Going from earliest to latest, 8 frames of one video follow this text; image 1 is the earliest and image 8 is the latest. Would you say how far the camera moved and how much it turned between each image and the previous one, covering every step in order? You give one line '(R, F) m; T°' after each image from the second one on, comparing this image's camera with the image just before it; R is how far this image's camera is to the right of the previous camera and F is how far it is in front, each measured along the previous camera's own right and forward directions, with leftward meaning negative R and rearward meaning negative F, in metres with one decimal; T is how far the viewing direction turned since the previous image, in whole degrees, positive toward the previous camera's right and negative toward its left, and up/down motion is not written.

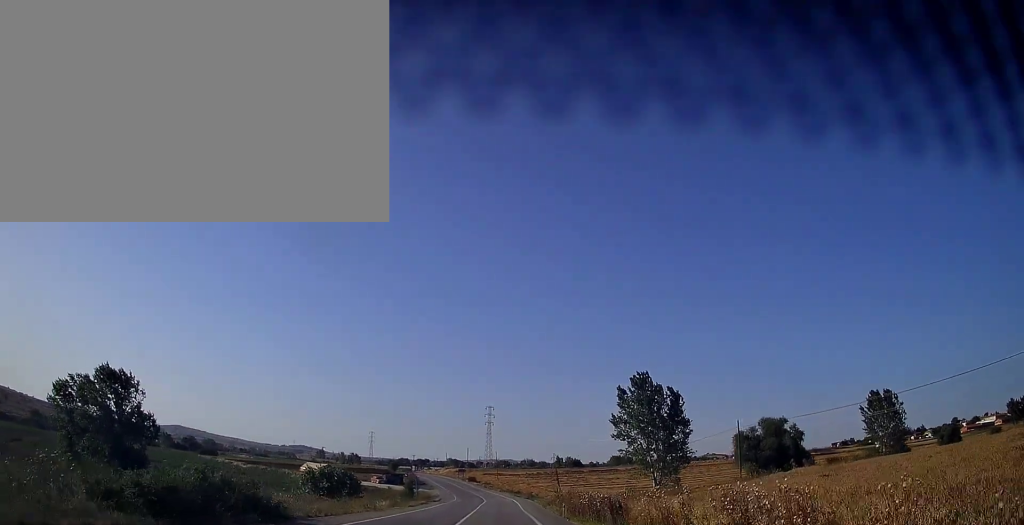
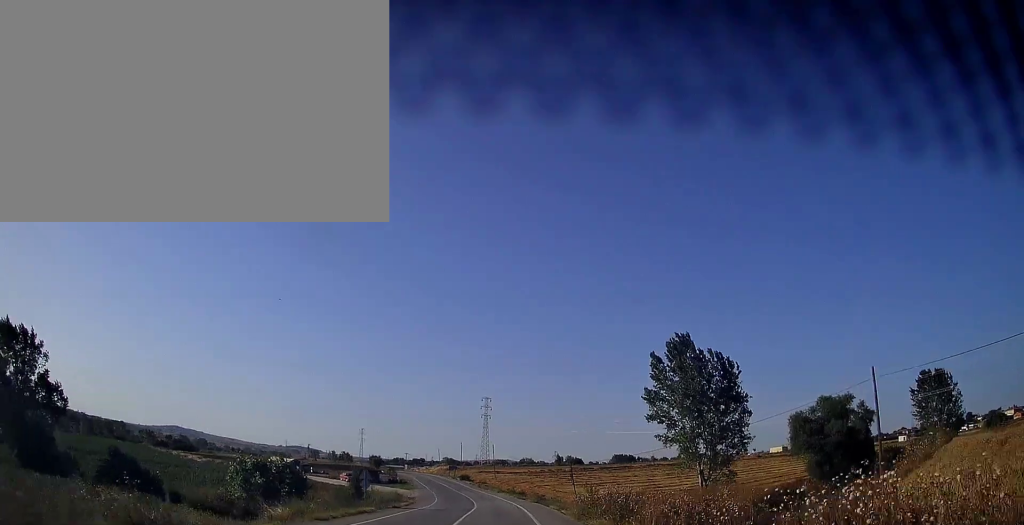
(-0.1, +22.4) m; 0°
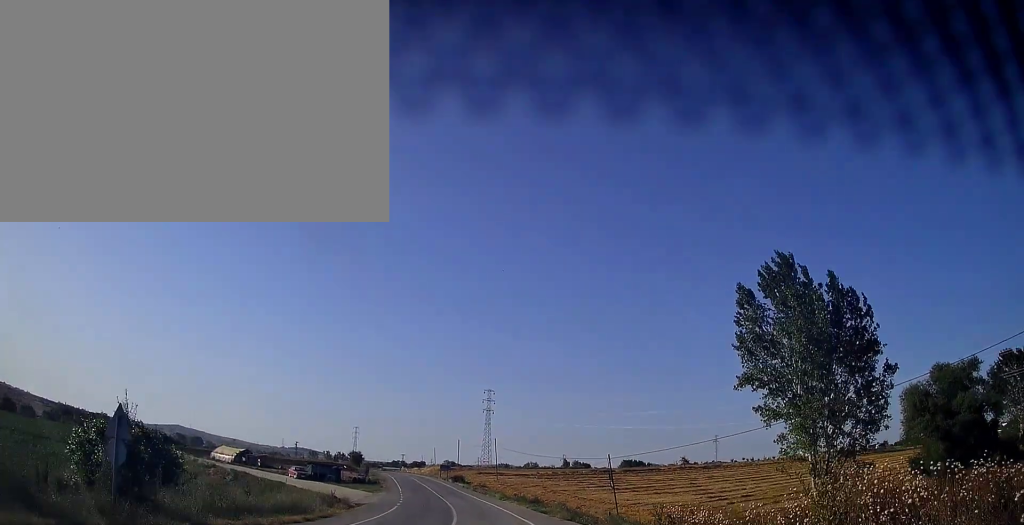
(+0.1, +26.2) m; 0°
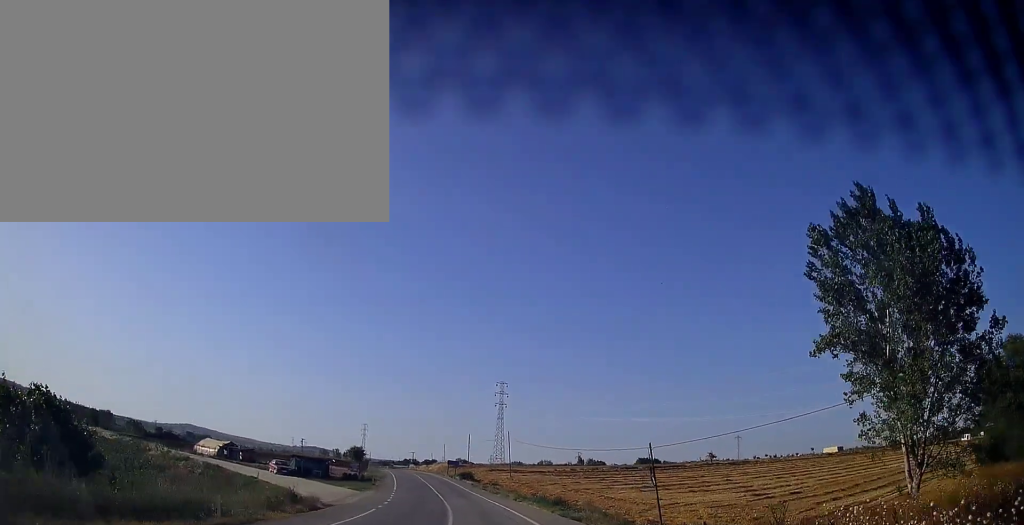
(0.0, +10.5) m; -1°
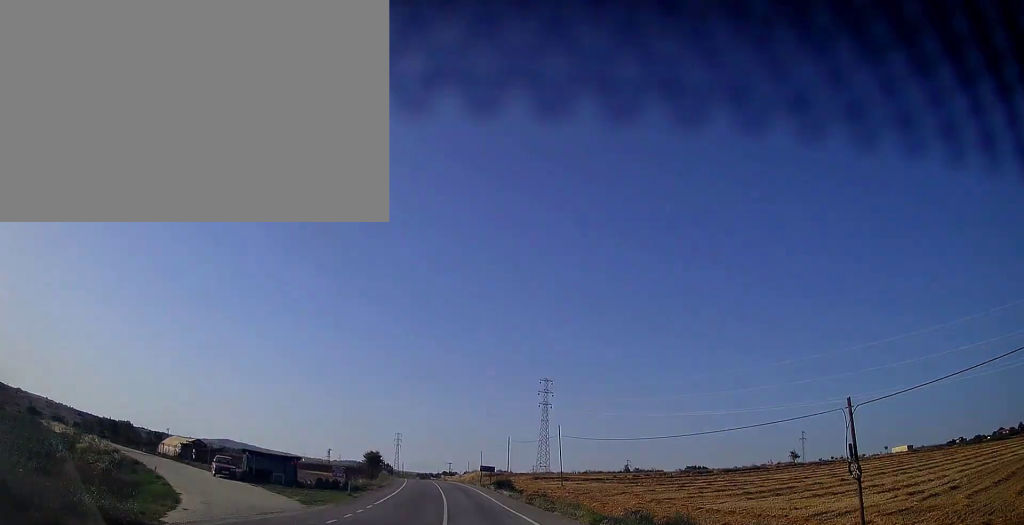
(-0.4, +21.7) m; -3°
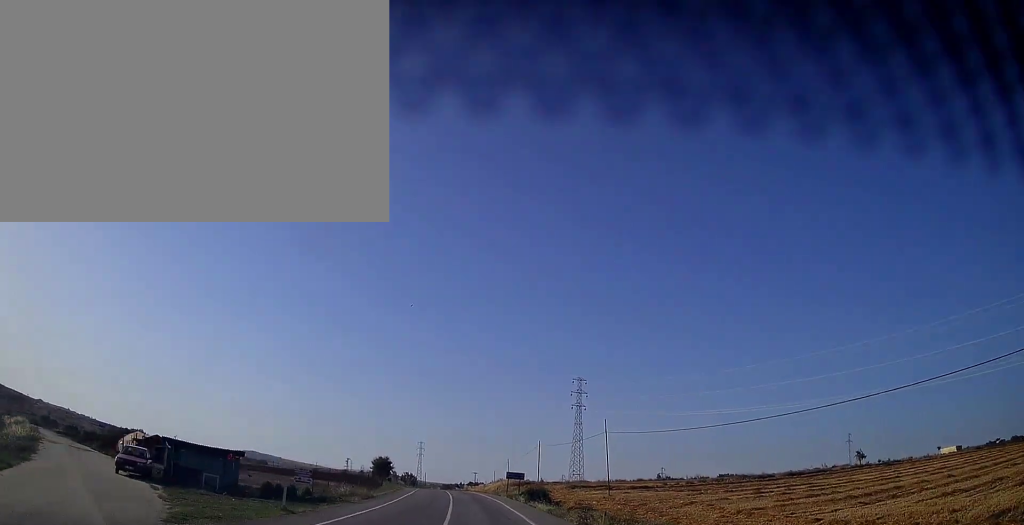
(-0.3, +14.4) m; -3°
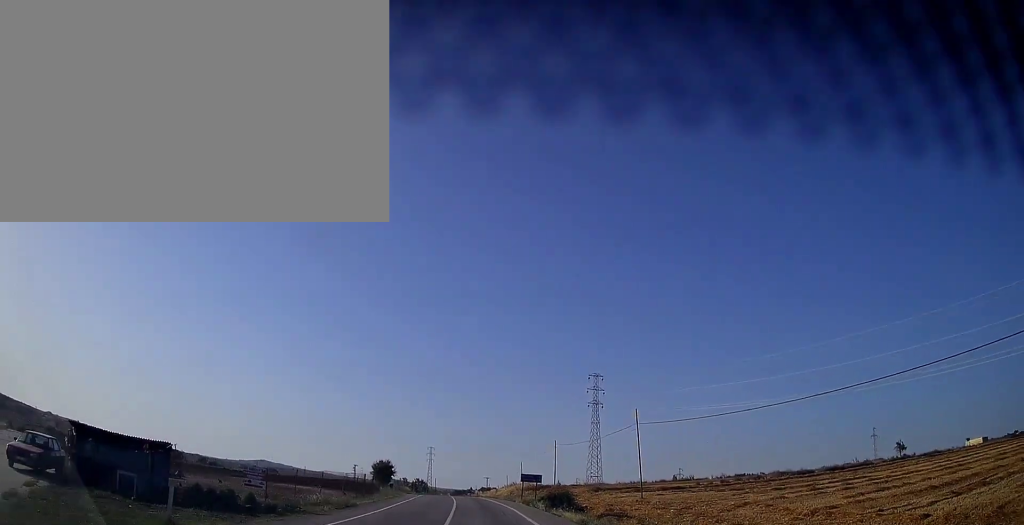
(-0.2, +8.4) m; -1°
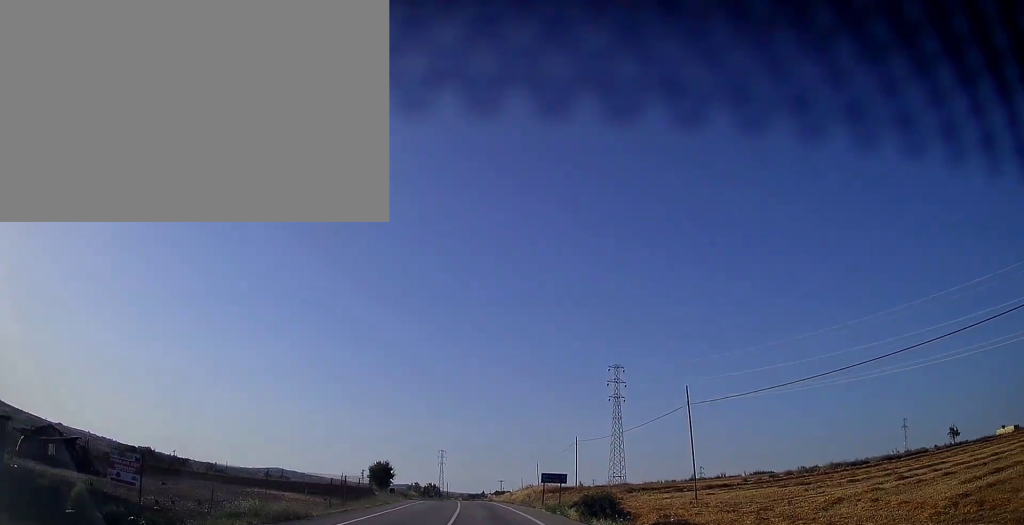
(-0.1, +10.4) m; -1°
